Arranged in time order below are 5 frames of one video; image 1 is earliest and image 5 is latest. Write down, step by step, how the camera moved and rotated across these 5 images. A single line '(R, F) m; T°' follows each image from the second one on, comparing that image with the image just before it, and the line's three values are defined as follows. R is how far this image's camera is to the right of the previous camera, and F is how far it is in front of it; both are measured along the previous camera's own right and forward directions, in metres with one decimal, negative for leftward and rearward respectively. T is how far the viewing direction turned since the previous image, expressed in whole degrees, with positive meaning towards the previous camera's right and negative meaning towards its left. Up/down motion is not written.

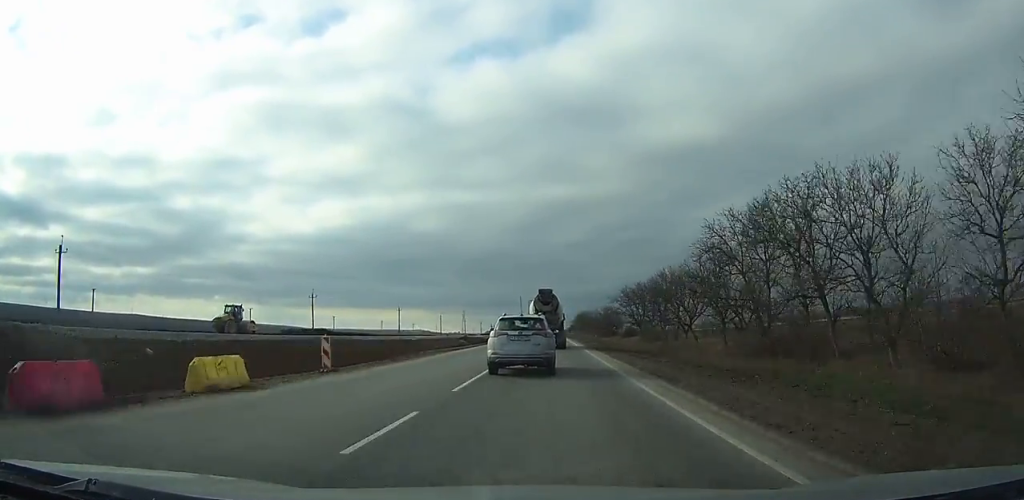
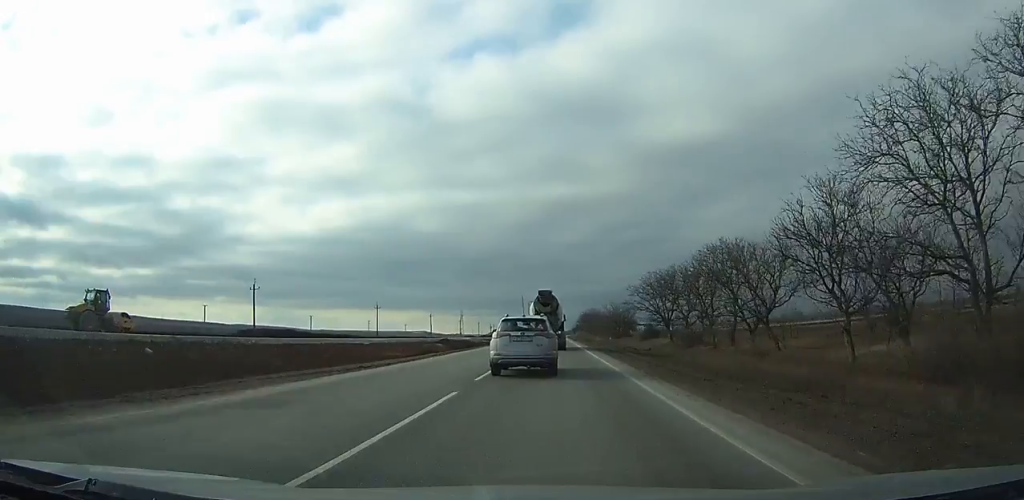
(+0.1, +20.9) m; 0°
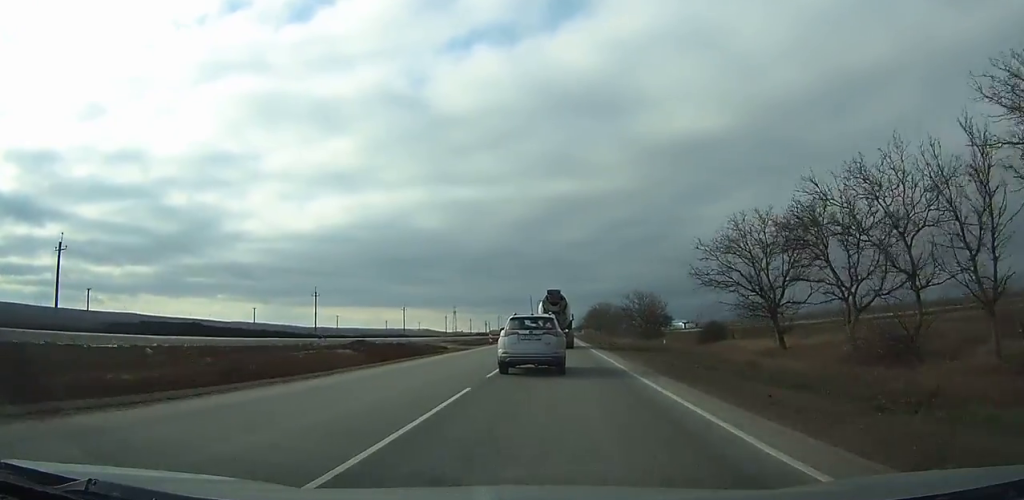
(+0.1, +35.4) m; 0°
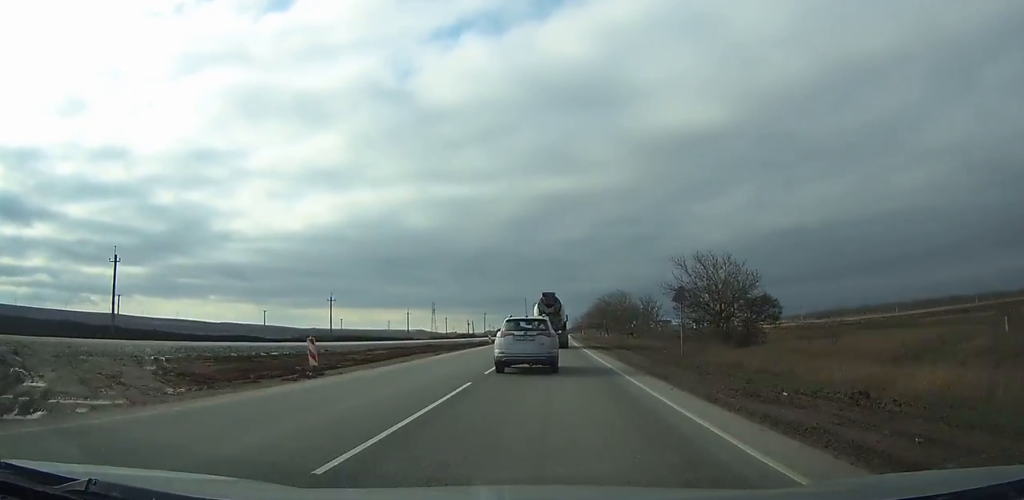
(+0.1, +47.4) m; 0°
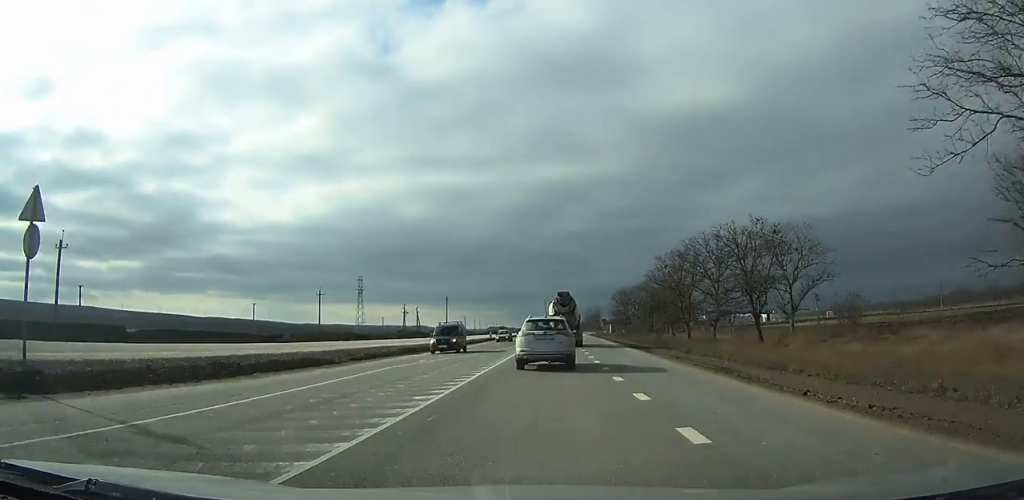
(0.0, +119.3) m; 0°
